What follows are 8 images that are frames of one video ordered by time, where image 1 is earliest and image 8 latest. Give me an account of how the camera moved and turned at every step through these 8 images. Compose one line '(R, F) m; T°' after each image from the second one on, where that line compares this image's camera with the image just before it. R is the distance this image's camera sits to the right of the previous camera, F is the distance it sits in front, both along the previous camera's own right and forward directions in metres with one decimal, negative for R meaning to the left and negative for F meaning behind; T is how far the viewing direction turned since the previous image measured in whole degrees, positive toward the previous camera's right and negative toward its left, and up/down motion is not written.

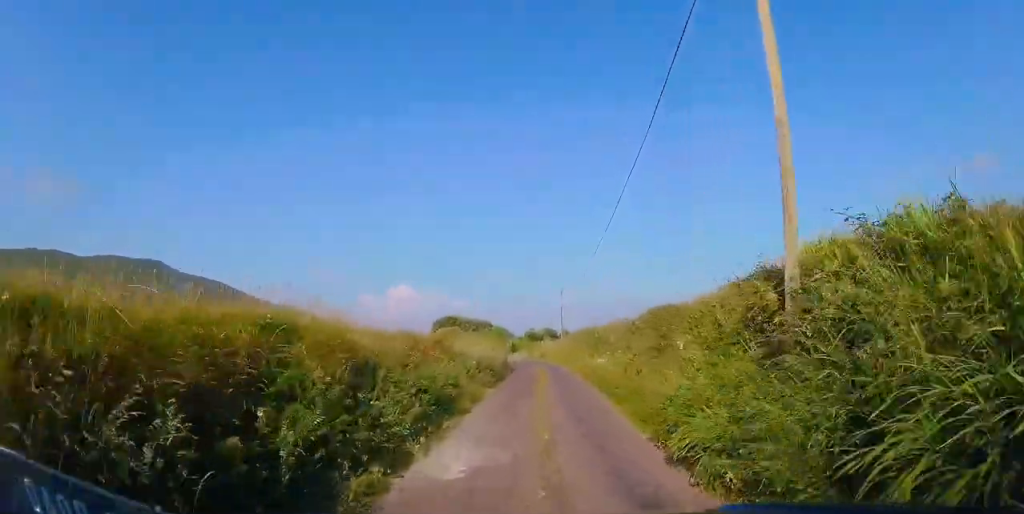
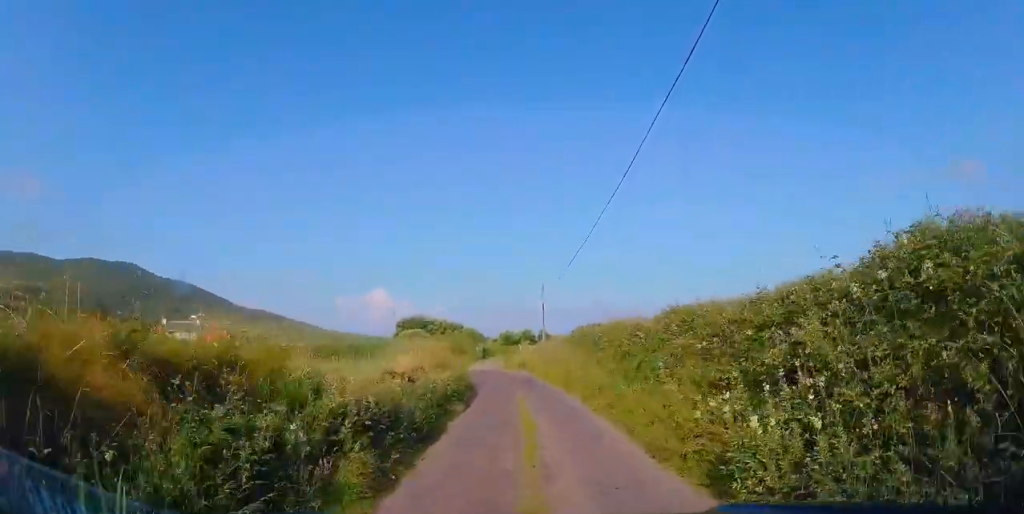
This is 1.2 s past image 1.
(+0.1, +11.3) m; +4°
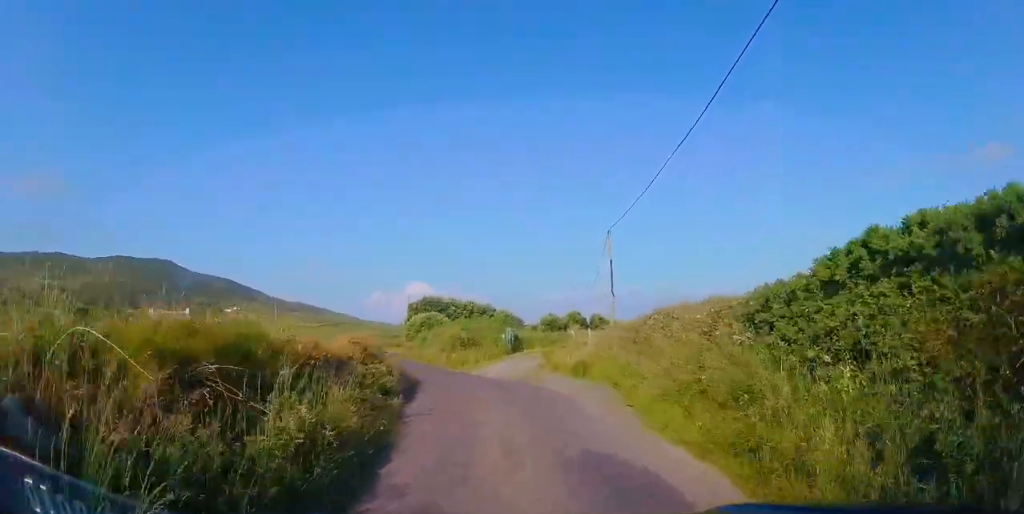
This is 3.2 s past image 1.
(-0.3, +19.5) m; -6°
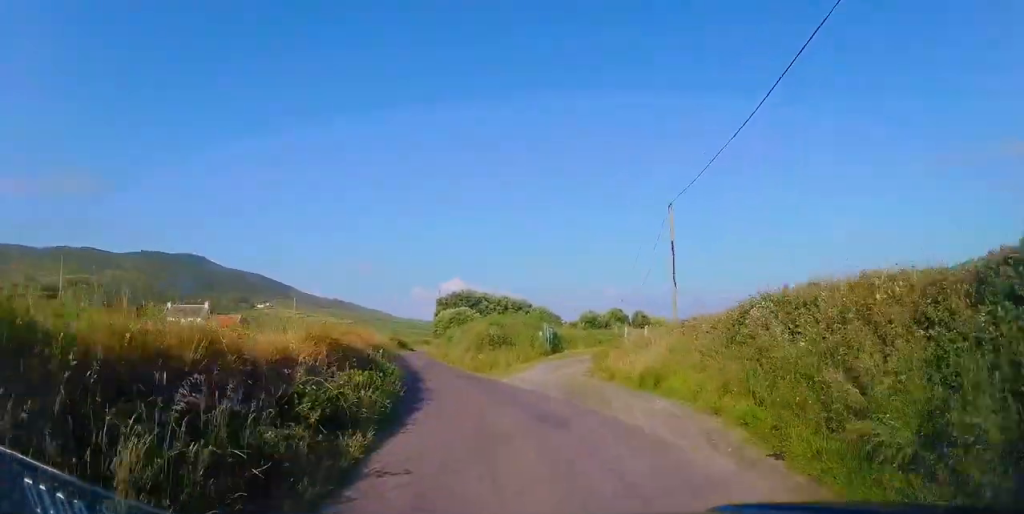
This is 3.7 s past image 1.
(-0.1, +5.1) m; -2°
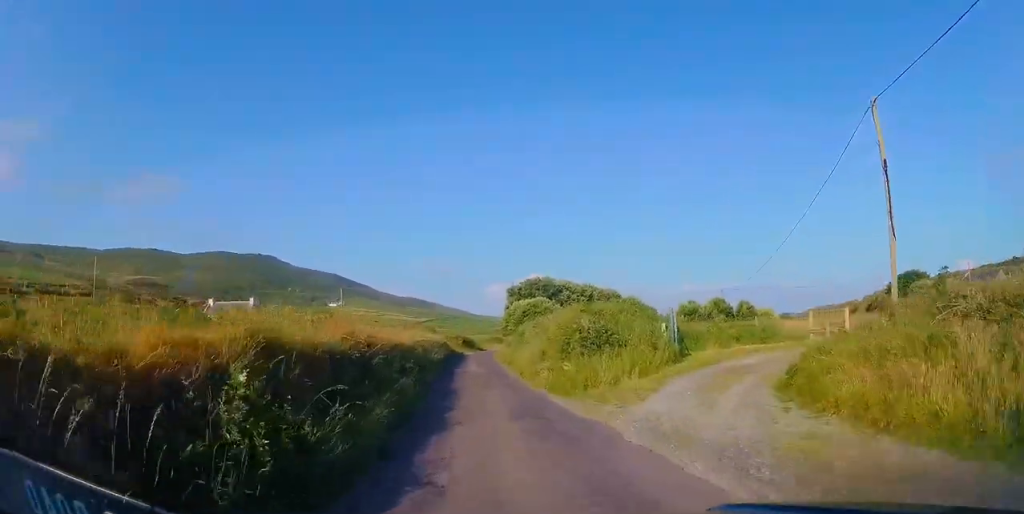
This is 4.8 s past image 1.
(-0.3, +10.7) m; -6°
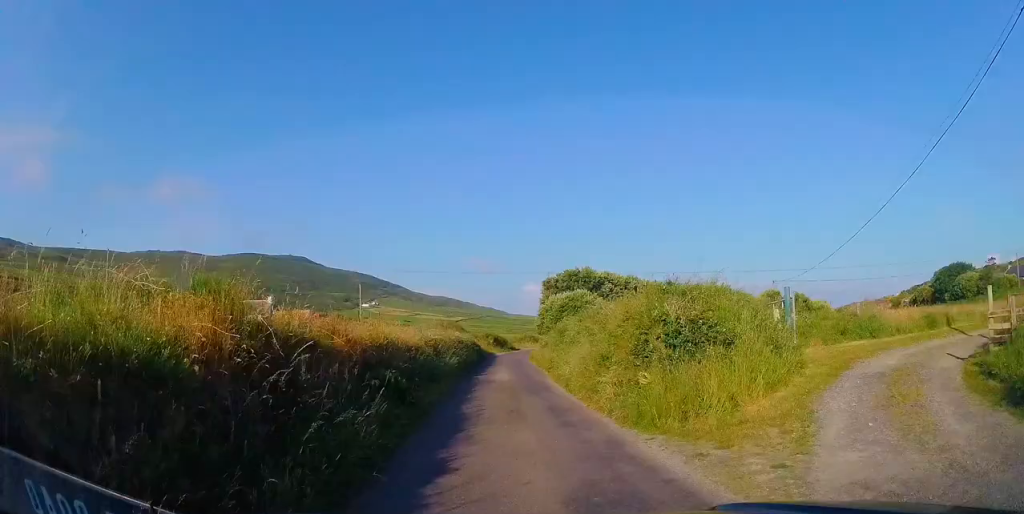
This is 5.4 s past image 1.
(-0.3, +5.6) m; -4°
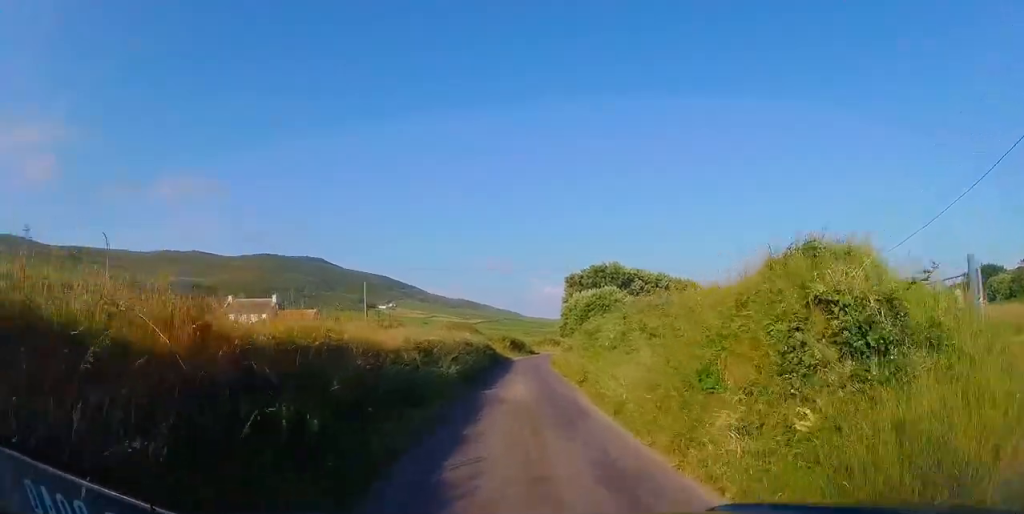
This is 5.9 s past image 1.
(-0.1, +4.9) m; -3°
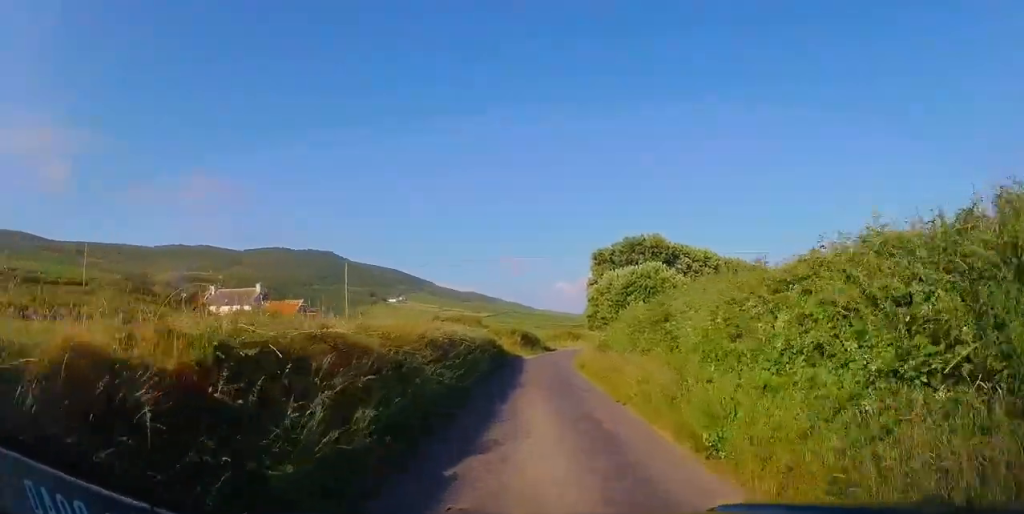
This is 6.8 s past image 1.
(-0.3, +9.3) m; -2°
